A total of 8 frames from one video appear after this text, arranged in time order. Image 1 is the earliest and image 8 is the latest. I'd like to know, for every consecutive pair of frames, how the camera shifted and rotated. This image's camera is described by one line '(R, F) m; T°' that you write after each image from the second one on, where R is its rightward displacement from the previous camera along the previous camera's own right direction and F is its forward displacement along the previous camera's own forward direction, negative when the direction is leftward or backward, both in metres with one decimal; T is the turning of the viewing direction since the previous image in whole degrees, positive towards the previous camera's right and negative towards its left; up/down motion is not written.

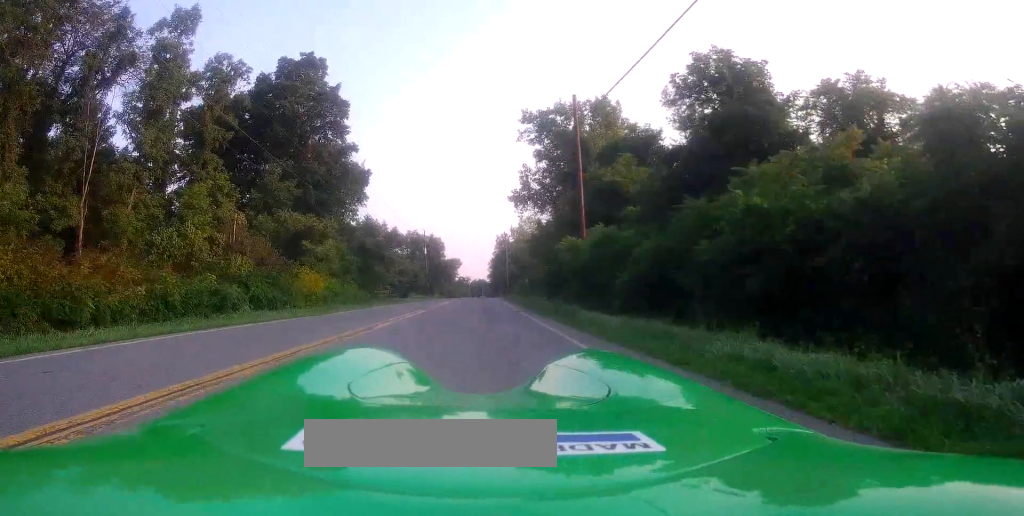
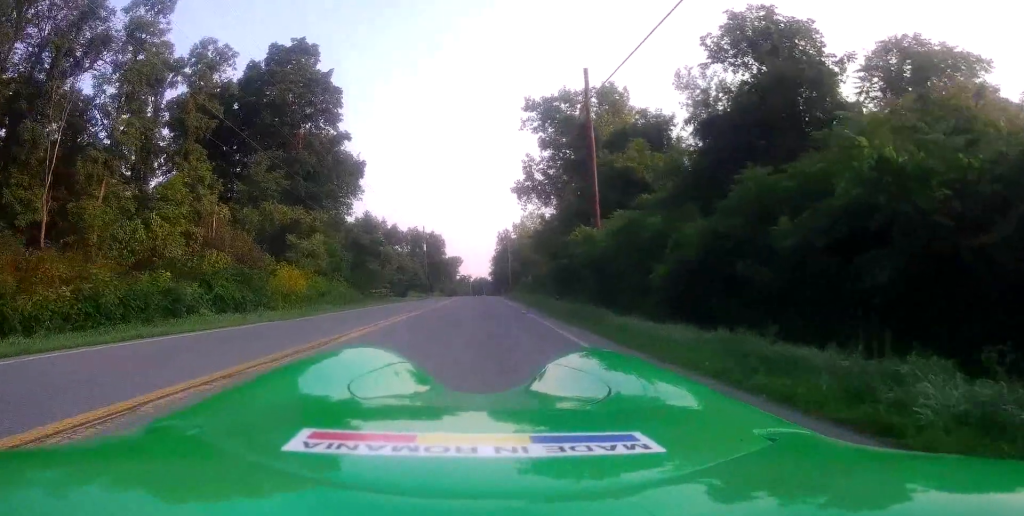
(+0.1, +3.2) m; -1°
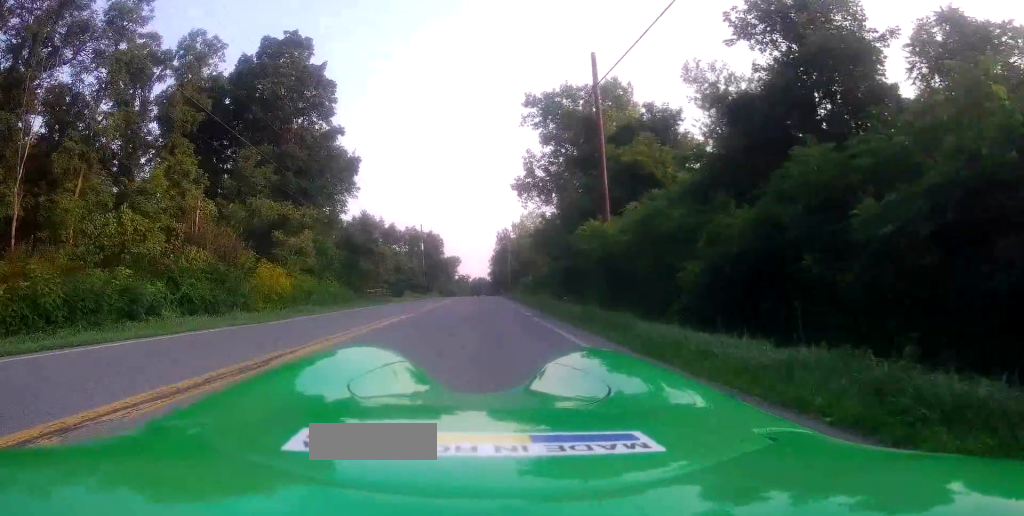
(+0.2, +2.1) m; -1°
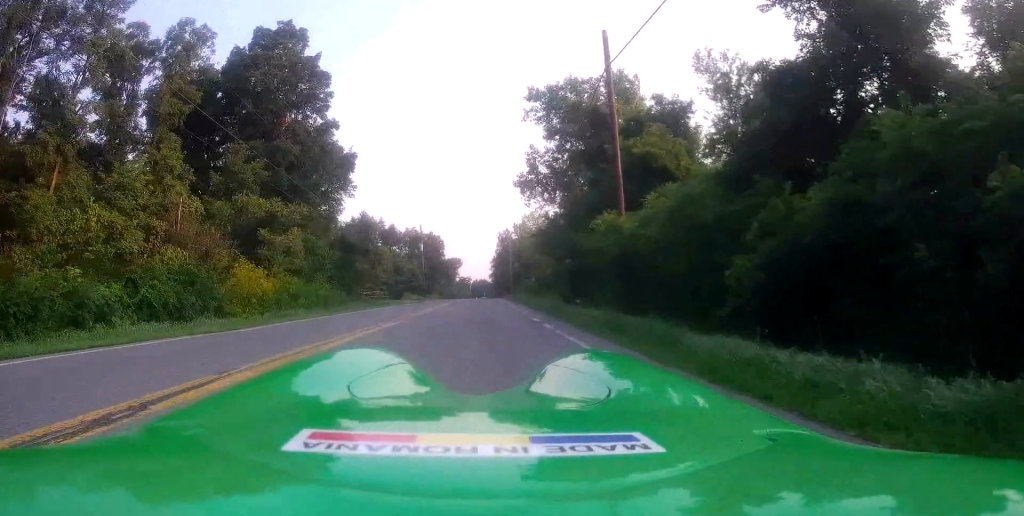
(-0.2, +2.1) m; -2°
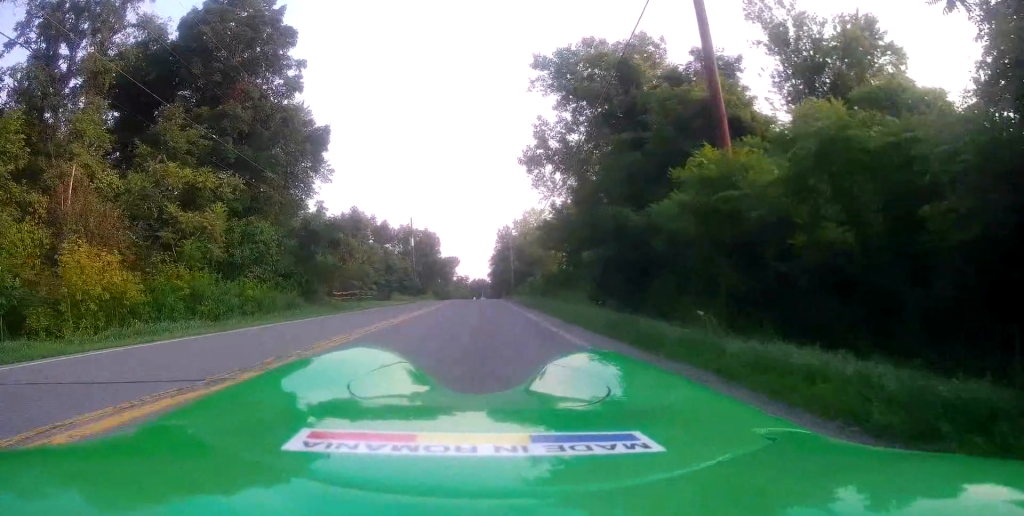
(-0.4, +8.9) m; 0°
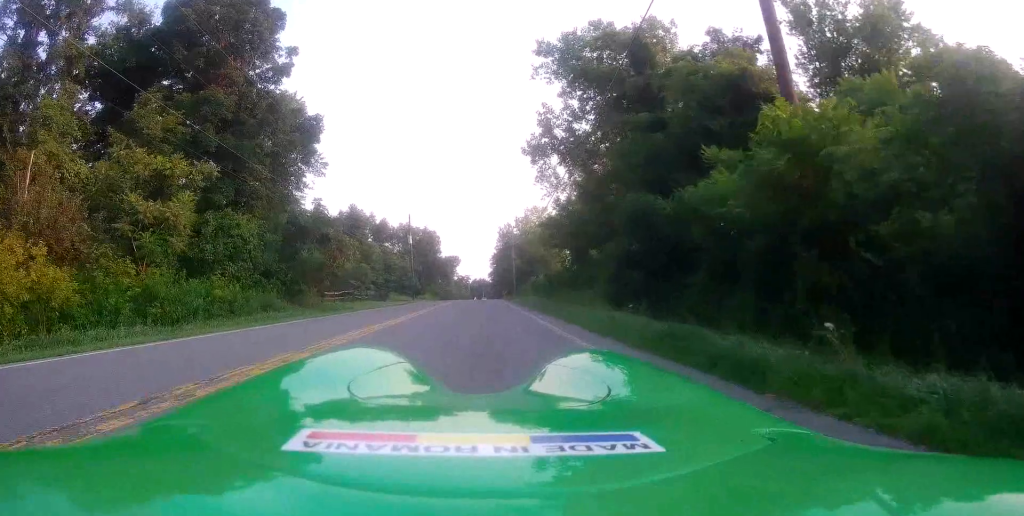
(0.0, +2.7) m; +2°
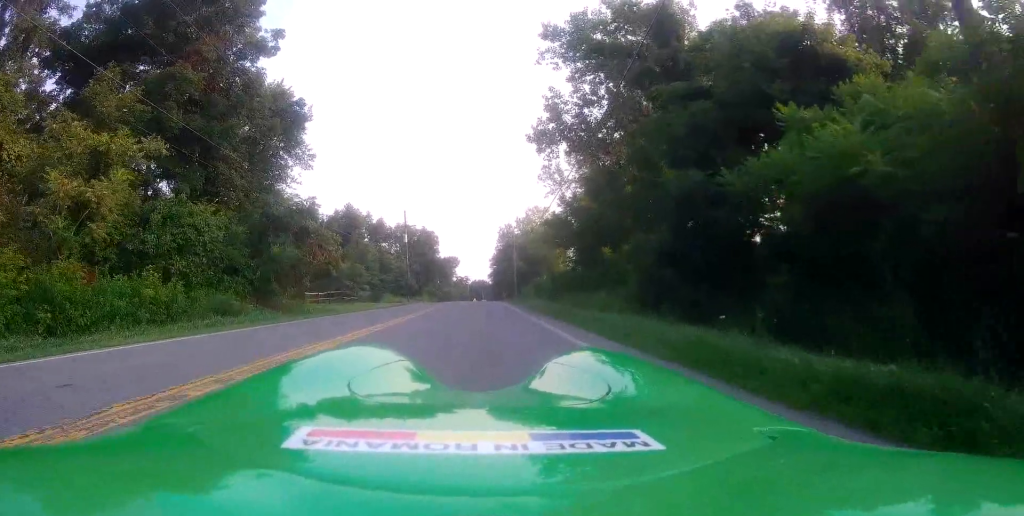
(+0.2, +4.1) m; -2°
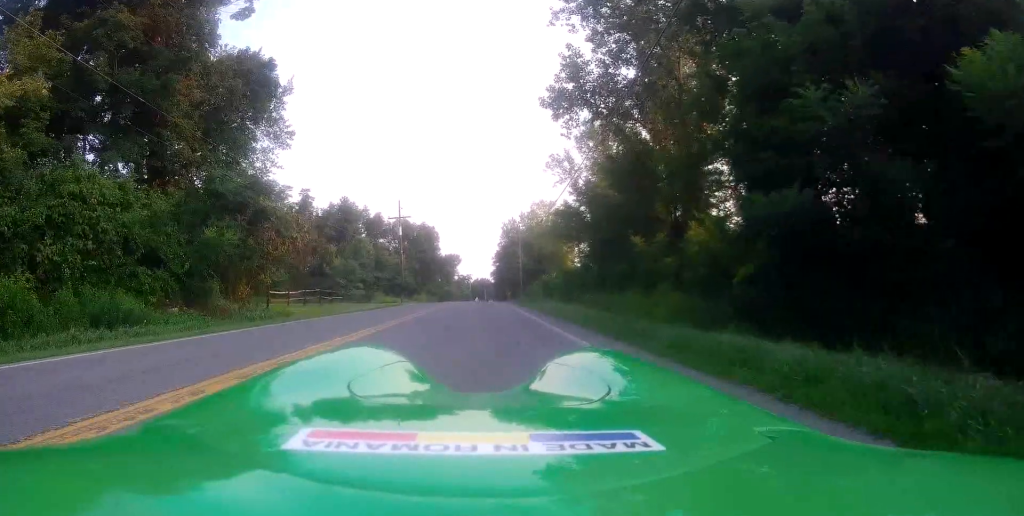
(-0.6, +6.5) m; +2°
